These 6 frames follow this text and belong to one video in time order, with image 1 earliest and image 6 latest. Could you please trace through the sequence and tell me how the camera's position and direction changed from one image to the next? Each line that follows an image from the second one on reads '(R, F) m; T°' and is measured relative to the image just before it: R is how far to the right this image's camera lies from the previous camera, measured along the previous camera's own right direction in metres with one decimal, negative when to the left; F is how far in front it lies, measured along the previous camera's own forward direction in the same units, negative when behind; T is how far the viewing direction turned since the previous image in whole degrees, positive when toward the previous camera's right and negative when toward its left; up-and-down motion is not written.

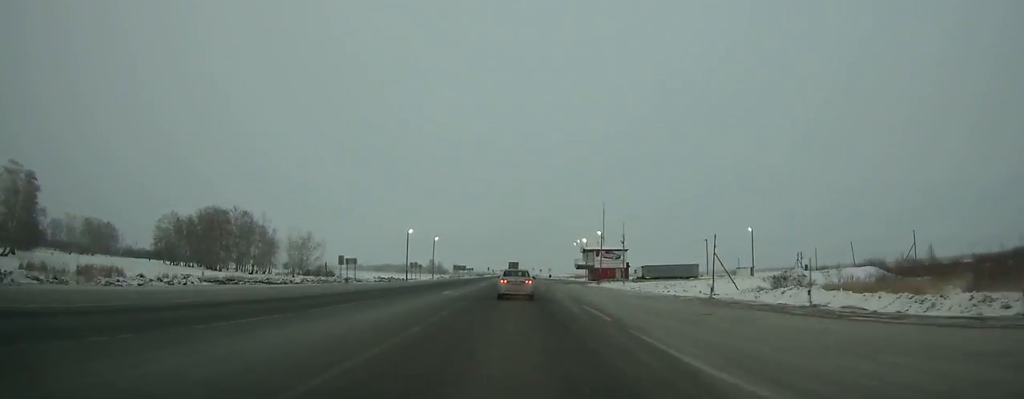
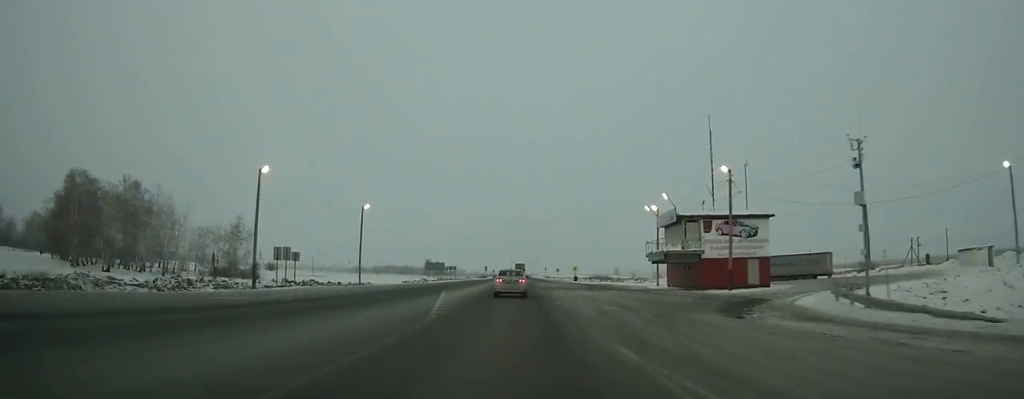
(-0.3, +61.7) m; -1°
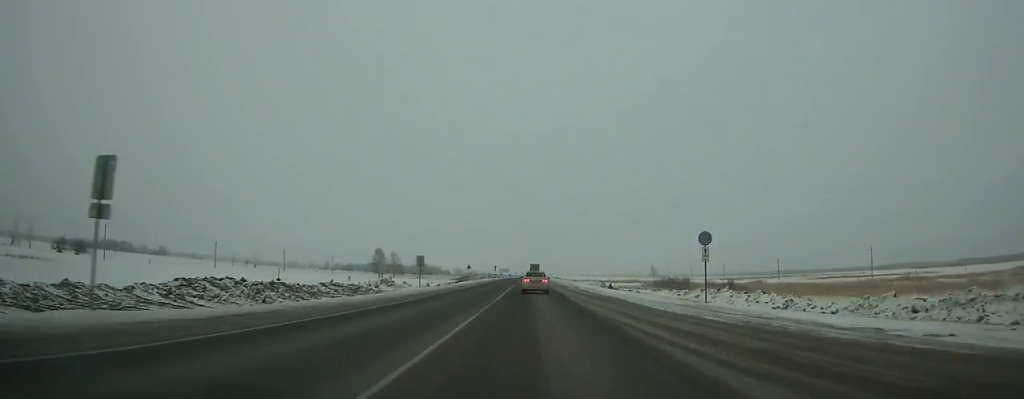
(-0.4, +171.3) m; +1°
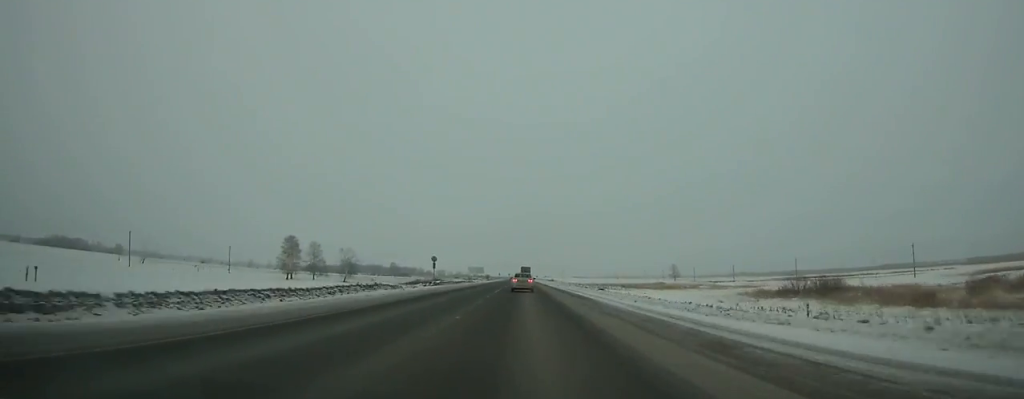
(+0.8, +102.2) m; +1°
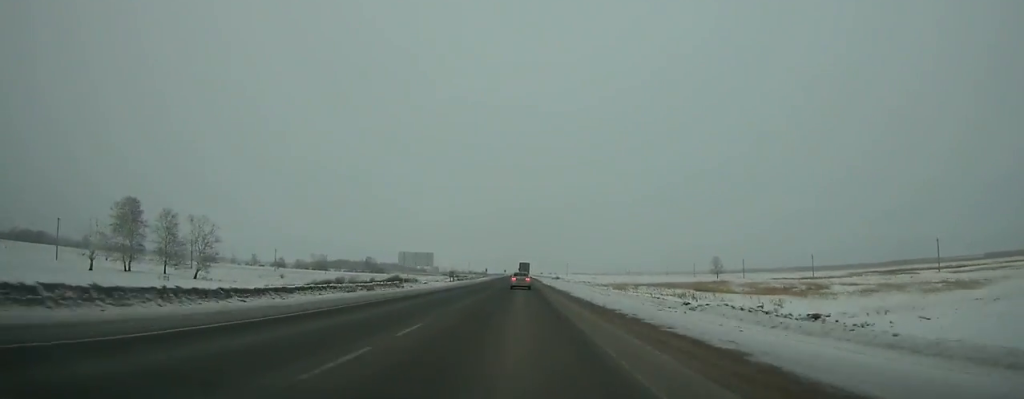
(0.0, +86.9) m; 0°
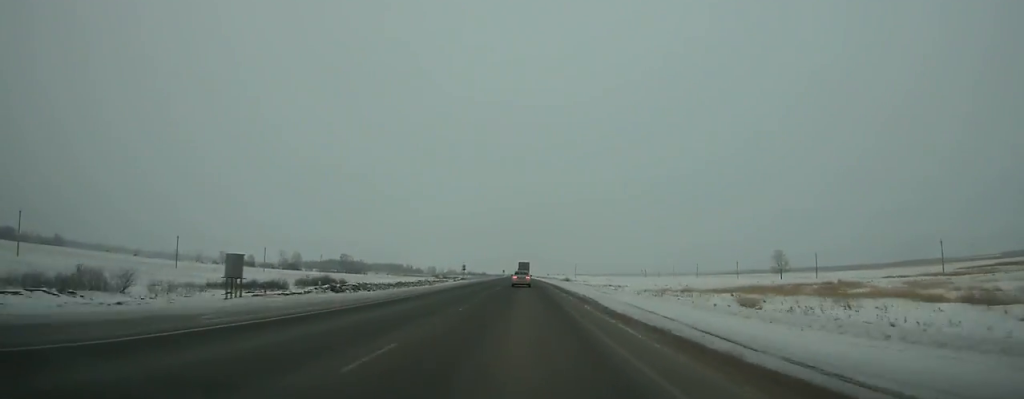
(-0.1, +73.4) m; 0°
